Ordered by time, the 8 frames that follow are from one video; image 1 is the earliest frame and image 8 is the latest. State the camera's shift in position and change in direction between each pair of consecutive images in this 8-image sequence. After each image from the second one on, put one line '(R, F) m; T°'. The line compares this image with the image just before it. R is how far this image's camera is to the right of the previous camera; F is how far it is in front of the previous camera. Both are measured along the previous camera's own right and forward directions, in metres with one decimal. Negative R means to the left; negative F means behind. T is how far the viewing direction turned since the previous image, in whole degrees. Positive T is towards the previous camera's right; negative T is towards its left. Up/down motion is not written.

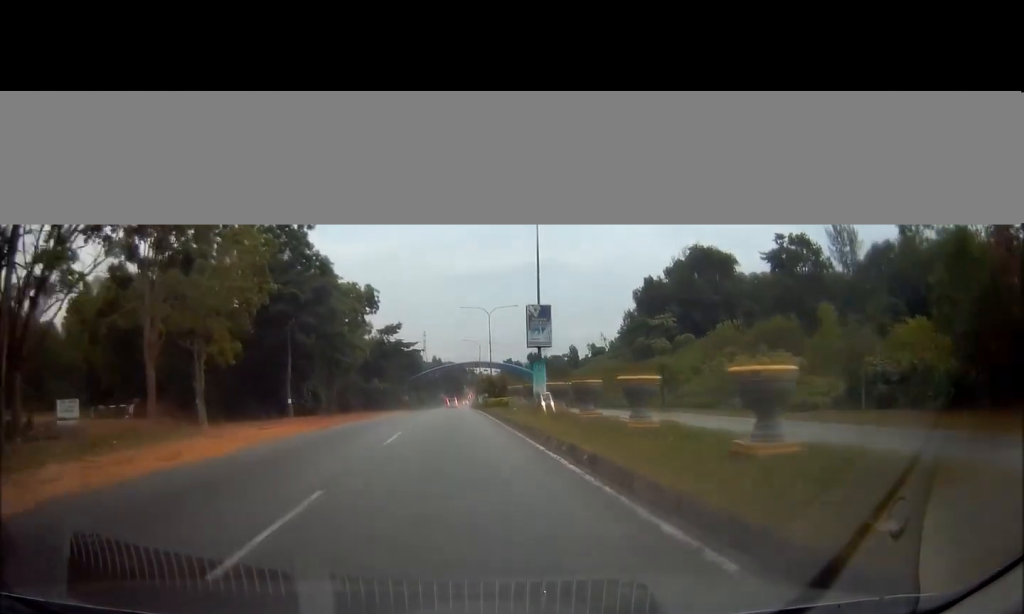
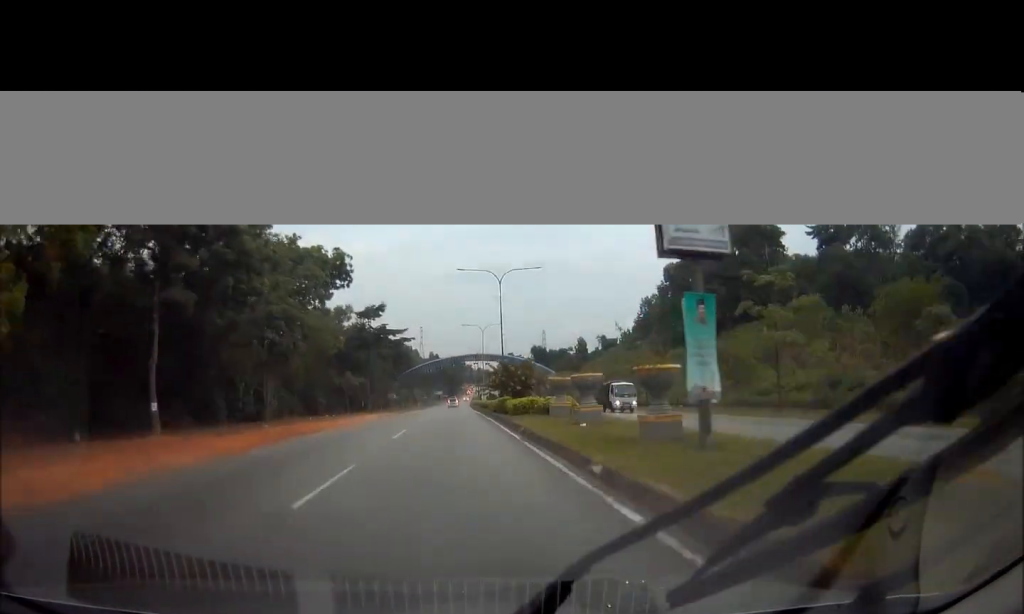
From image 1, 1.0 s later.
(0.0, +20.8) m; 0°
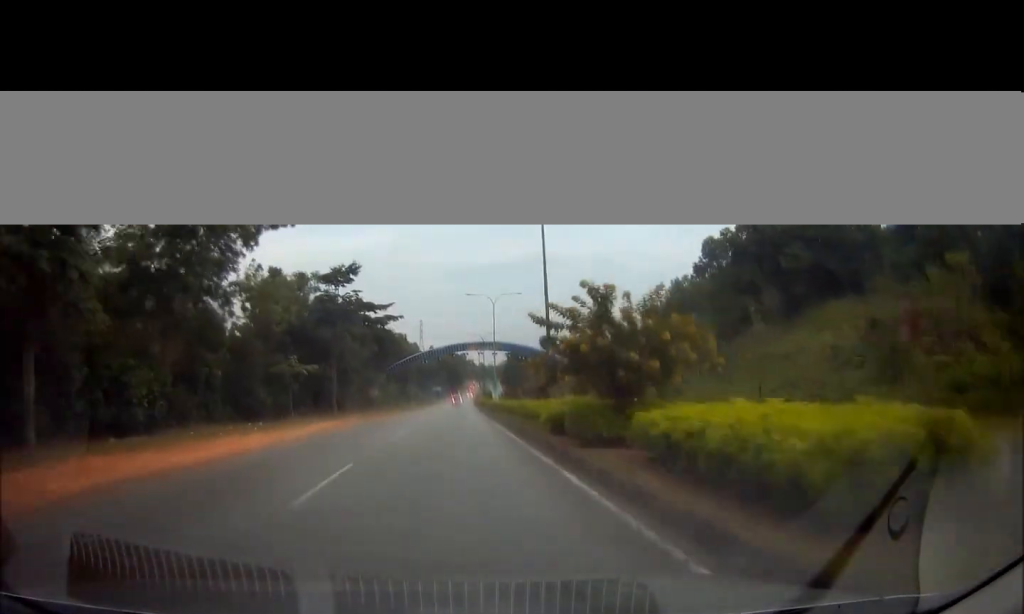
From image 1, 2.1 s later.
(-0.1, +23.6) m; 0°
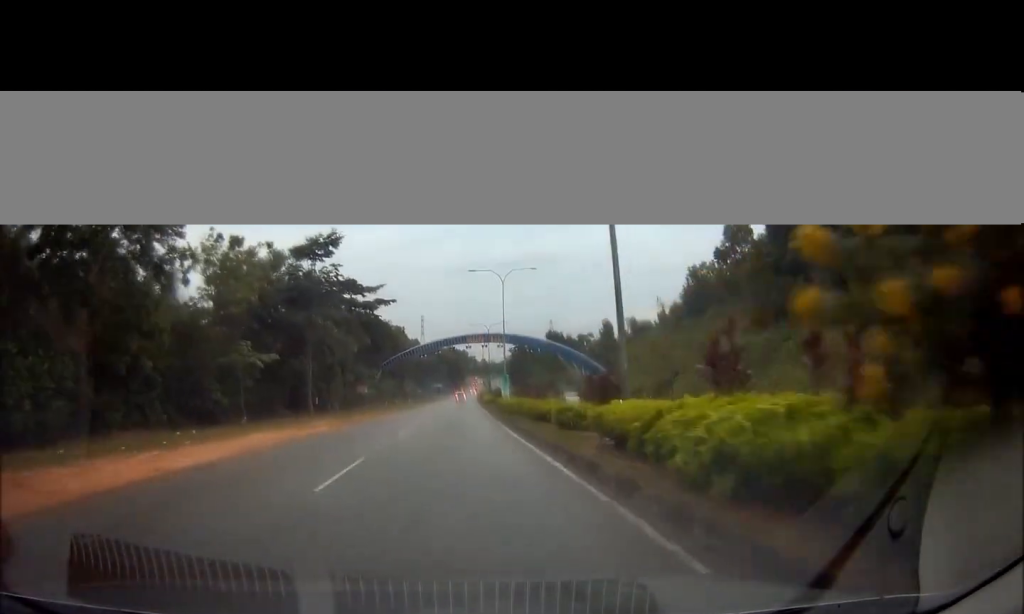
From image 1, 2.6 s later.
(0.0, +10.4) m; 0°
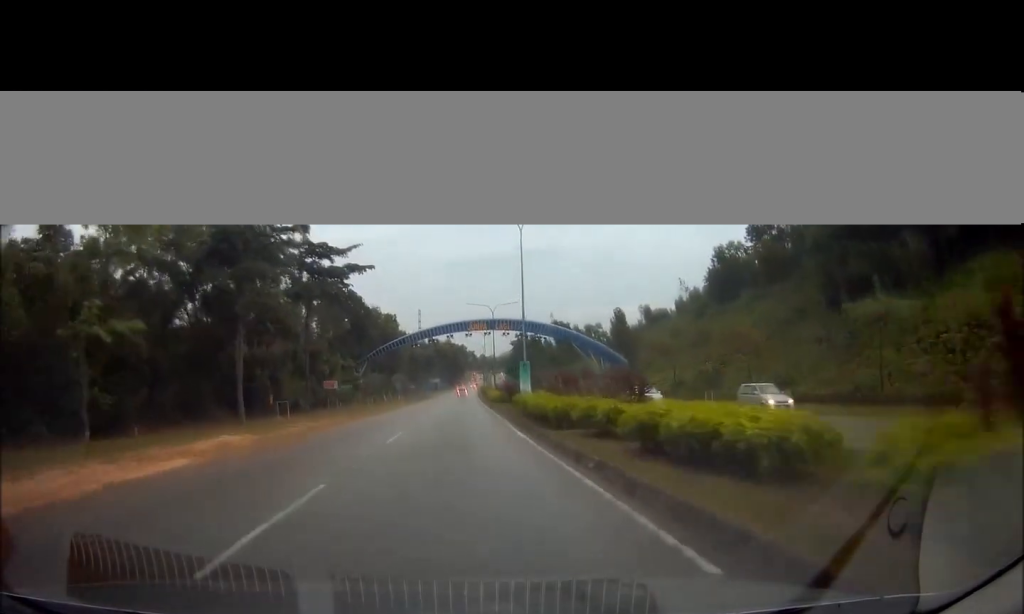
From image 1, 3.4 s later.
(+0.1, +15.4) m; 0°
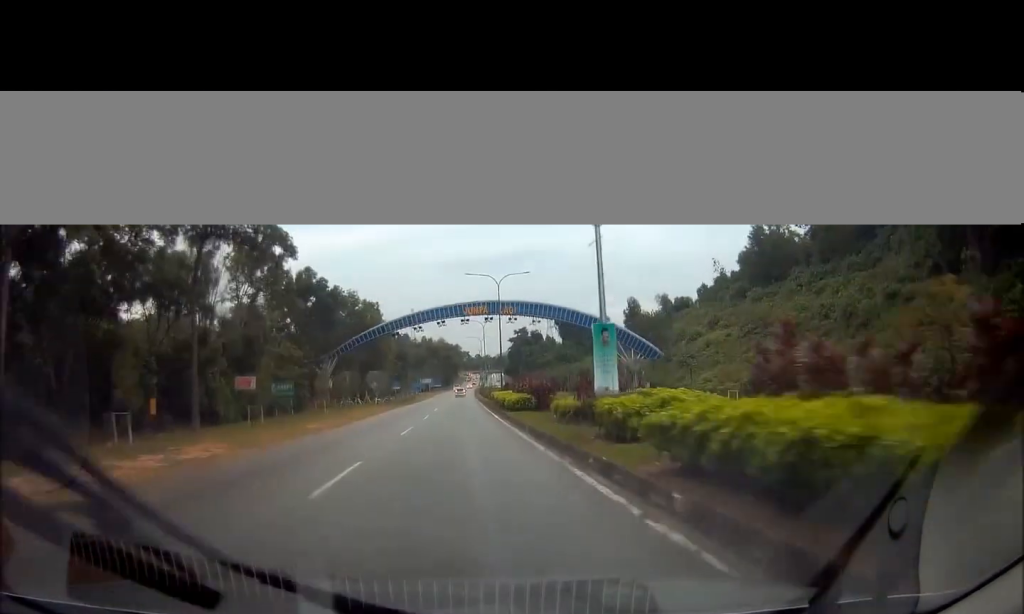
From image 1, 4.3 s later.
(-0.1, +19.6) m; 0°
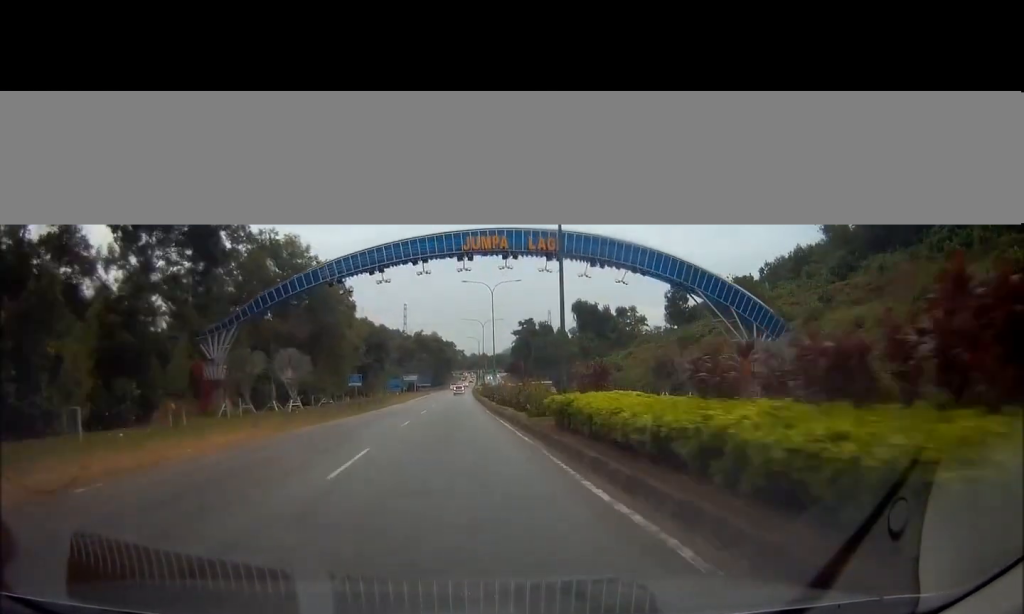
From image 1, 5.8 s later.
(+0.4, +34.6) m; +1°
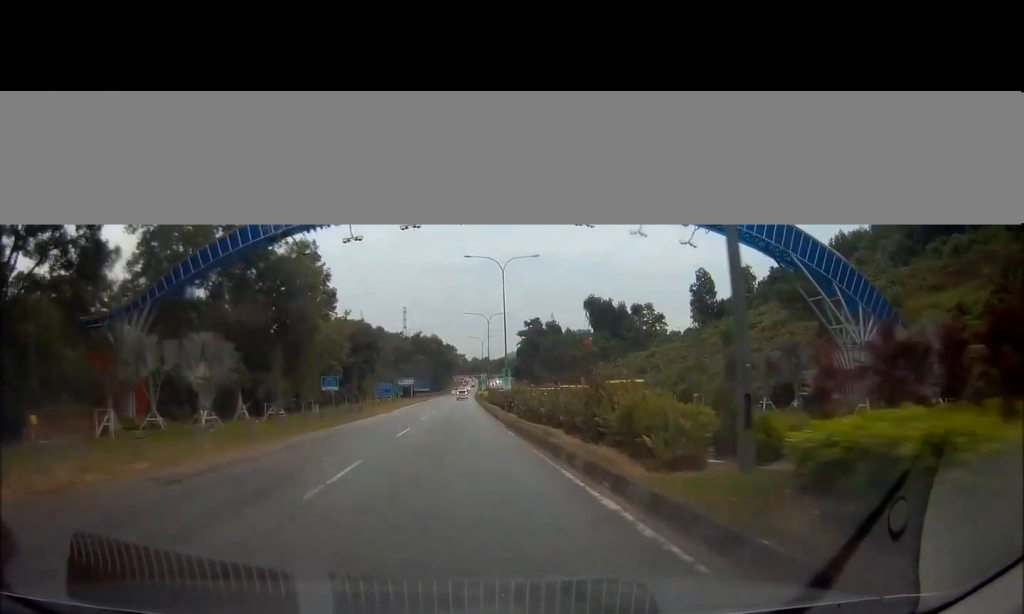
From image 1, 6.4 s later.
(0.0, +13.4) m; 0°
